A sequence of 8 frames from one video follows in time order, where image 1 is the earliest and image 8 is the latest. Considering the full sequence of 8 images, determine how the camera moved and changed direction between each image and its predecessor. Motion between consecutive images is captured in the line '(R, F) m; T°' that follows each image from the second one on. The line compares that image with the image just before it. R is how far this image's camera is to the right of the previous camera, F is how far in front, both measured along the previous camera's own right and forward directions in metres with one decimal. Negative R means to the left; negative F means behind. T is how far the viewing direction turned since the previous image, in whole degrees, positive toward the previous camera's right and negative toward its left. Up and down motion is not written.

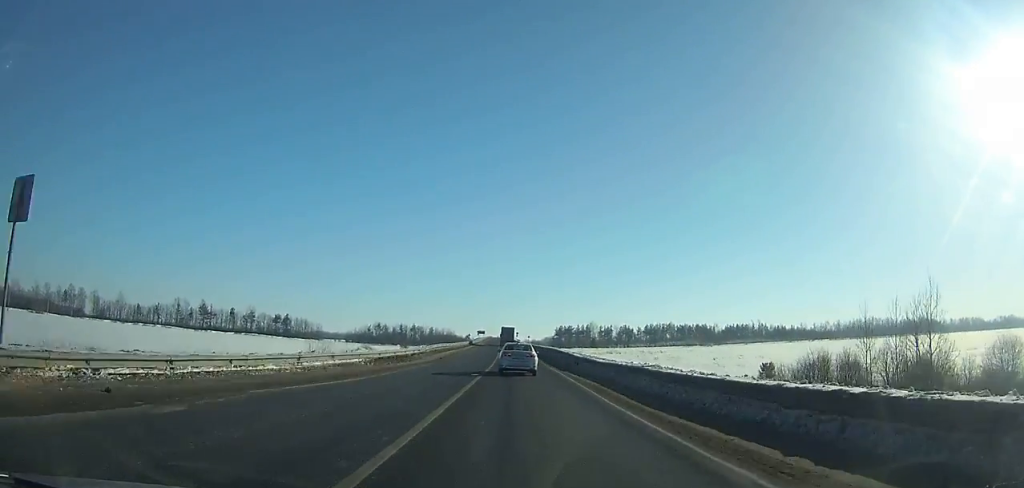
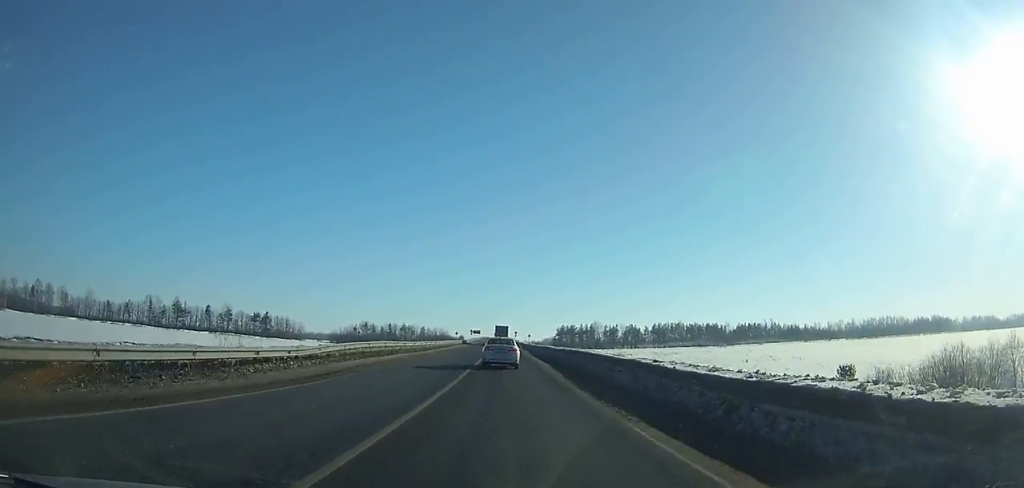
(-0.1, +26.5) m; -1°
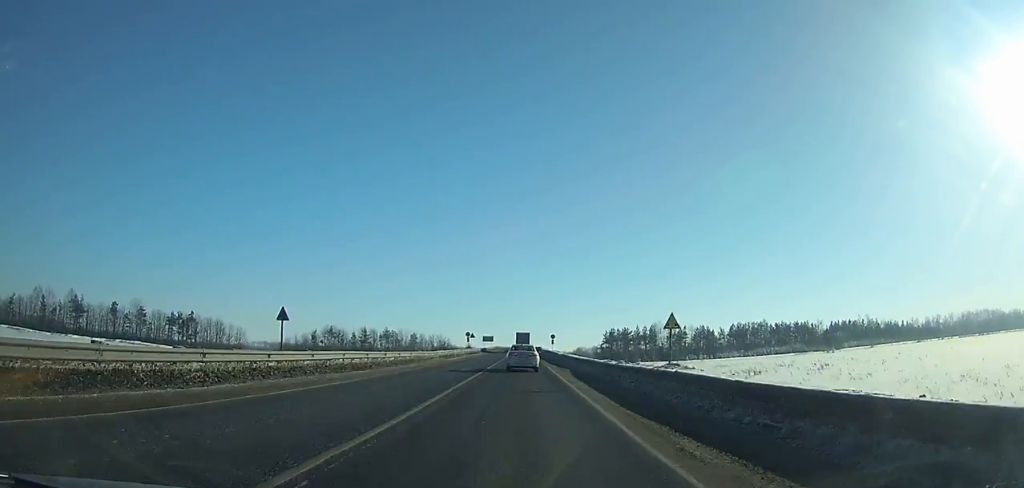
(-1.8, +98.7) m; -2°
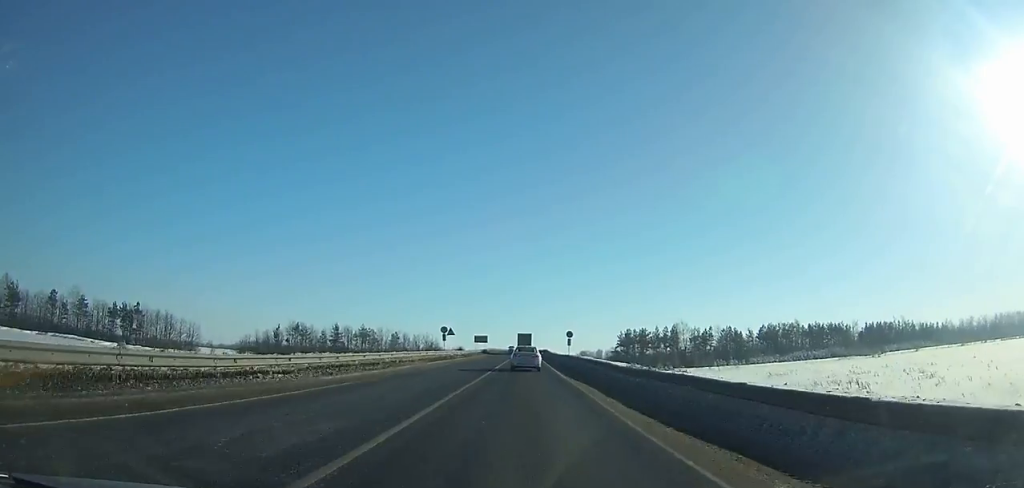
(0.0, +34.7) m; 0°
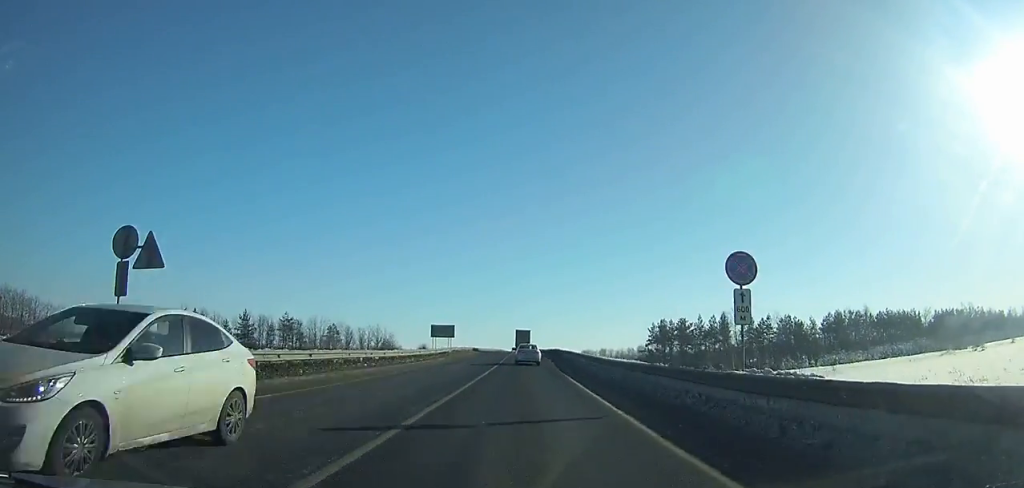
(+0.2, +61.7) m; 0°
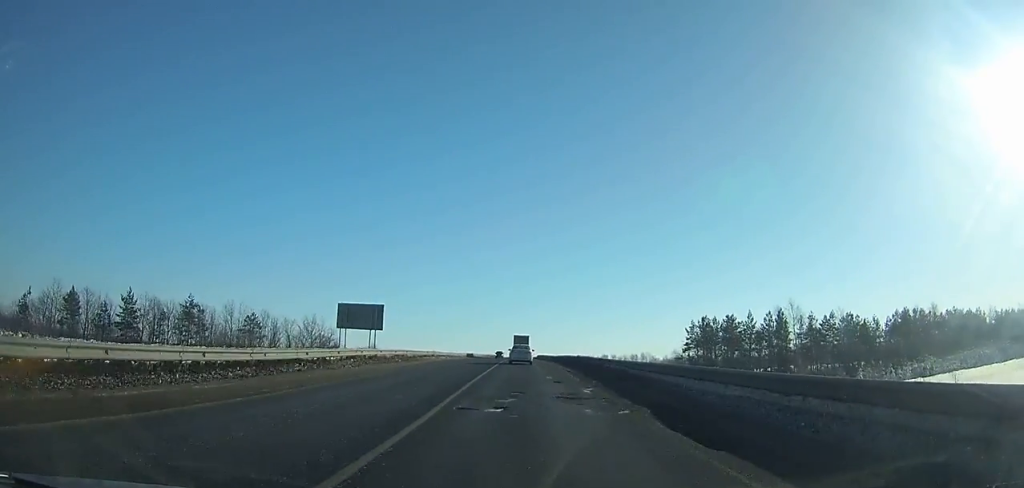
(0.0, +40.1) m; 0°
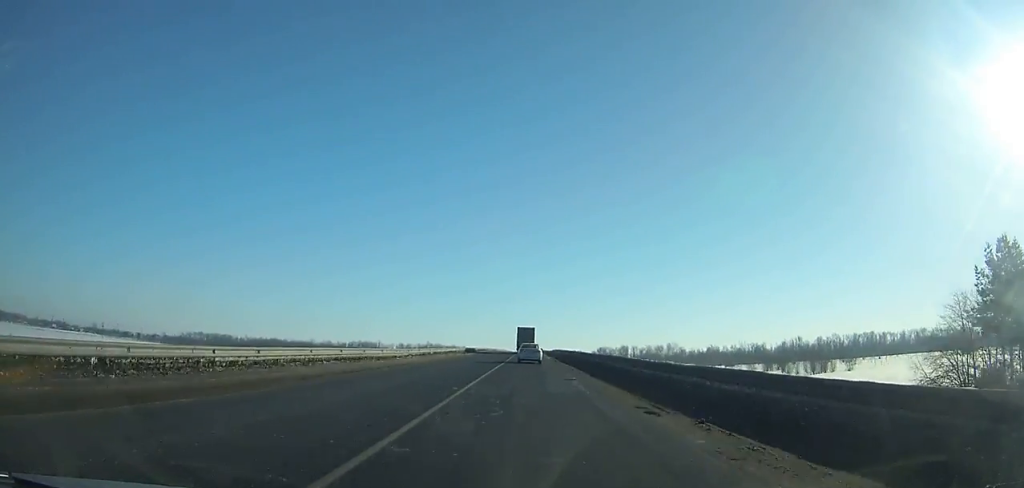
(-0.3, +80.6) m; 0°
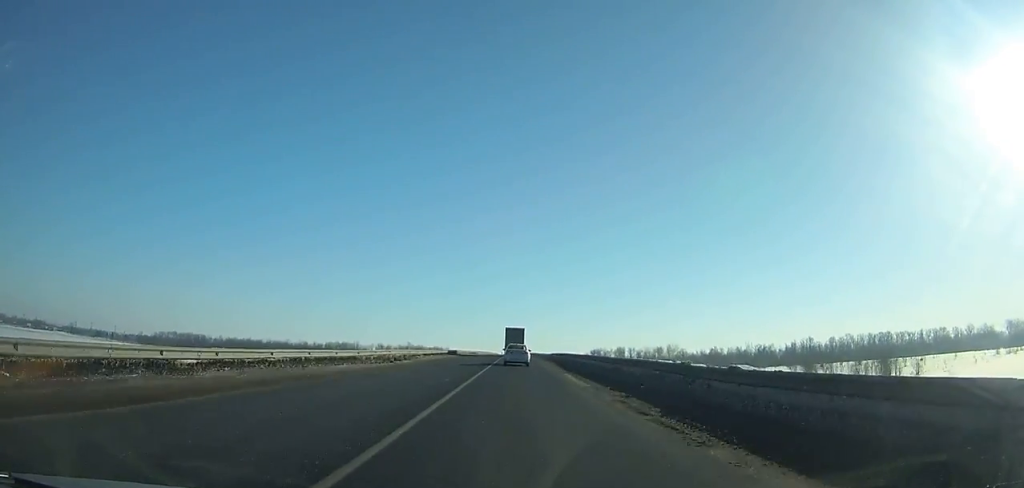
(+0.1, +38.5) m; 0°
